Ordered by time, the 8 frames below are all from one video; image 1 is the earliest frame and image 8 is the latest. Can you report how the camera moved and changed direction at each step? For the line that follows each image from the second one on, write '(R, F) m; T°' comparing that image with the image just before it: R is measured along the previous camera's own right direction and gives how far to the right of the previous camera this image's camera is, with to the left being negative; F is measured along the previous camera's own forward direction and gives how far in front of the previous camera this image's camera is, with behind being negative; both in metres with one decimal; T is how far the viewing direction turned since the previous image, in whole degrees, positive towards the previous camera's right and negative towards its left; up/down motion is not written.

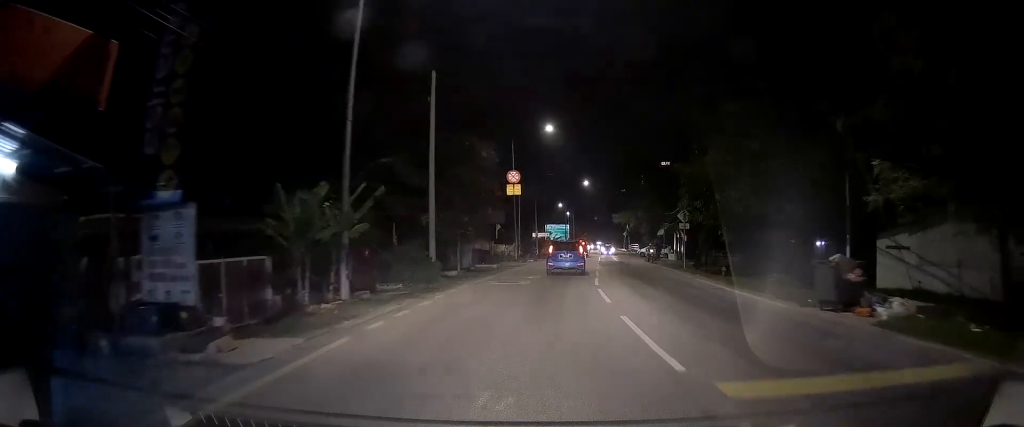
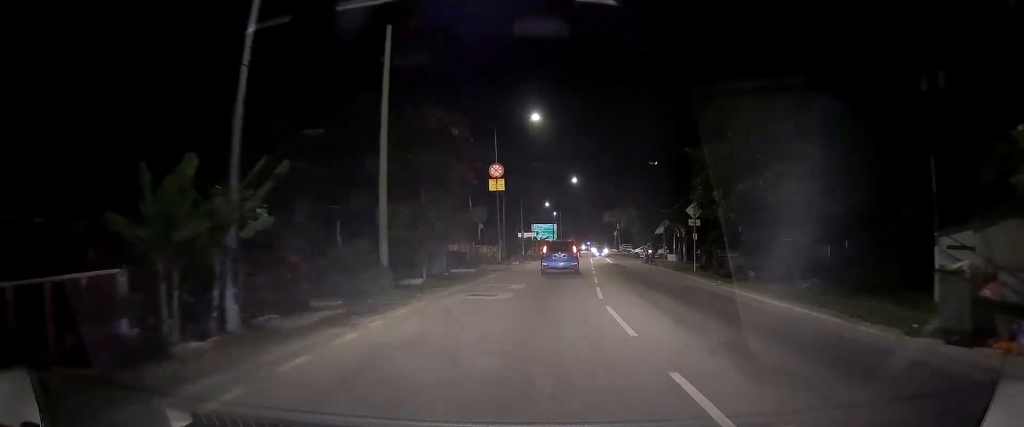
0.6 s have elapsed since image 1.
(+0.1, +4.8) m; +1°
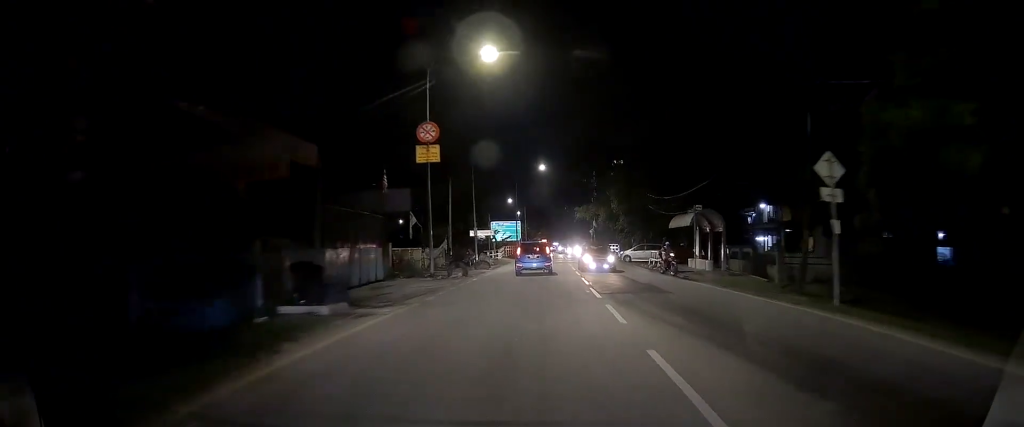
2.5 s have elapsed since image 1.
(+0.4, +16.5) m; +4°
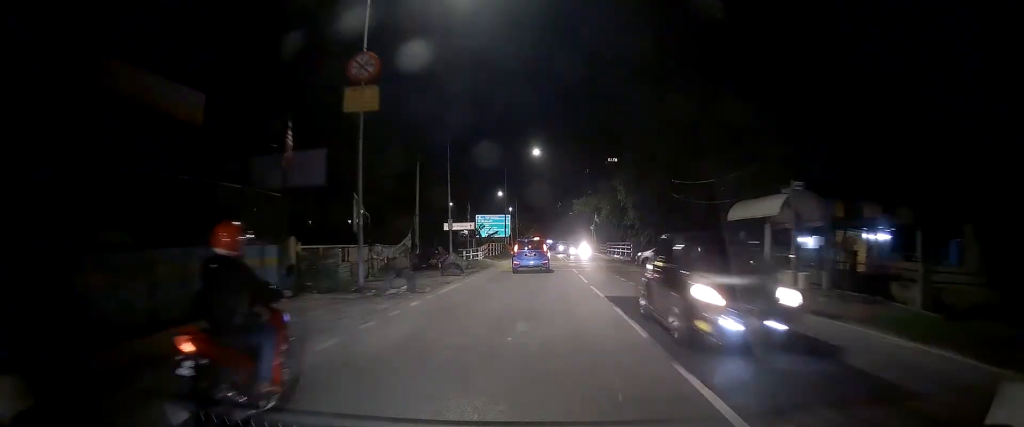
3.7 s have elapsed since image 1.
(+0.4, +11.2) m; +1°
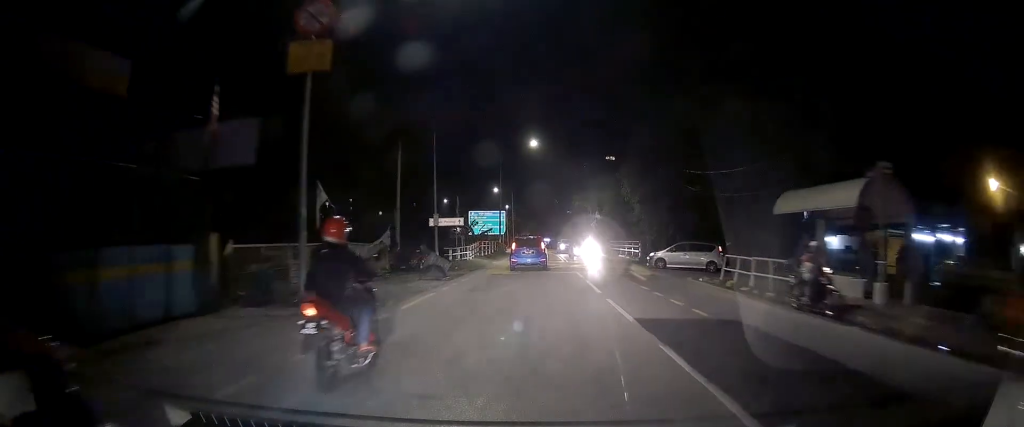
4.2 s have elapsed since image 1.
(+0.1, +4.7) m; -1°
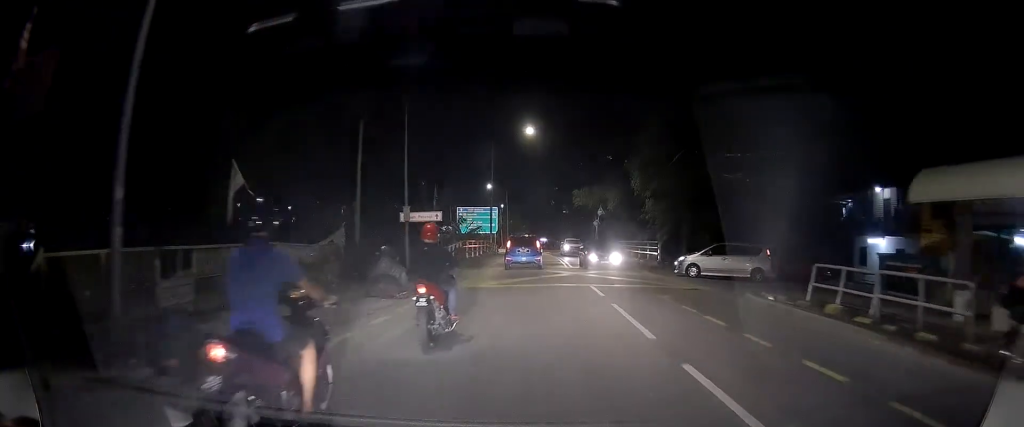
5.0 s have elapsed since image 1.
(-0.2, +7.2) m; 0°
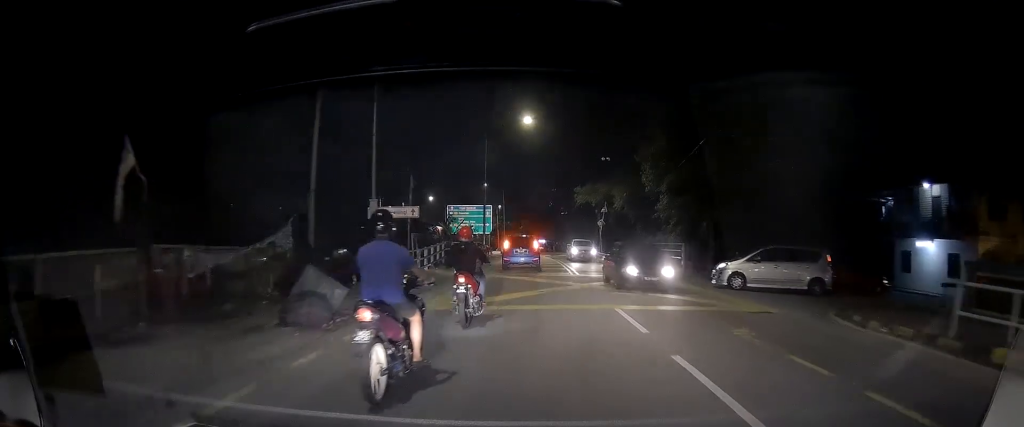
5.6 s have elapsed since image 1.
(0.0, +5.6) m; +1°
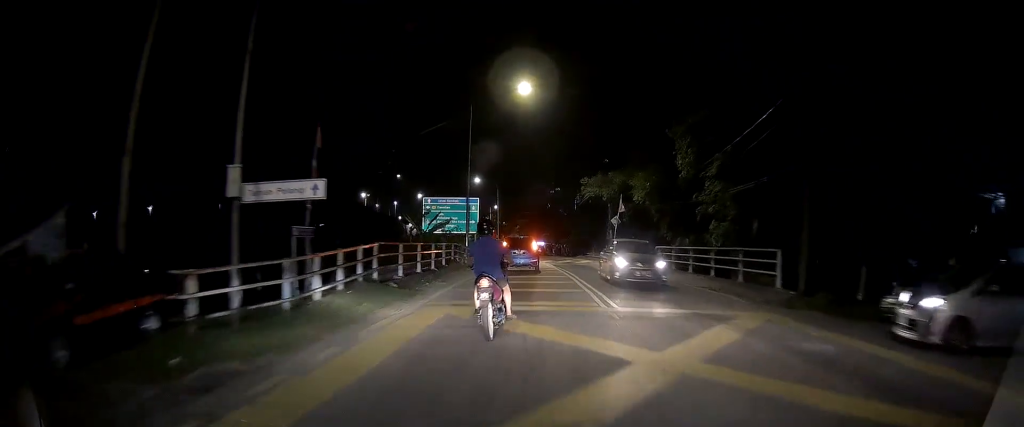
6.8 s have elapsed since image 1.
(+0.4, +11.1) m; +1°
